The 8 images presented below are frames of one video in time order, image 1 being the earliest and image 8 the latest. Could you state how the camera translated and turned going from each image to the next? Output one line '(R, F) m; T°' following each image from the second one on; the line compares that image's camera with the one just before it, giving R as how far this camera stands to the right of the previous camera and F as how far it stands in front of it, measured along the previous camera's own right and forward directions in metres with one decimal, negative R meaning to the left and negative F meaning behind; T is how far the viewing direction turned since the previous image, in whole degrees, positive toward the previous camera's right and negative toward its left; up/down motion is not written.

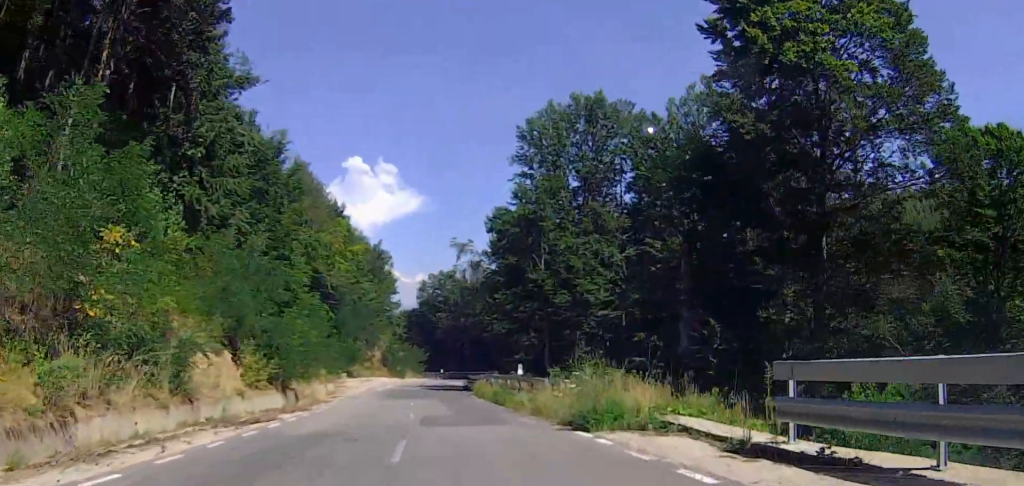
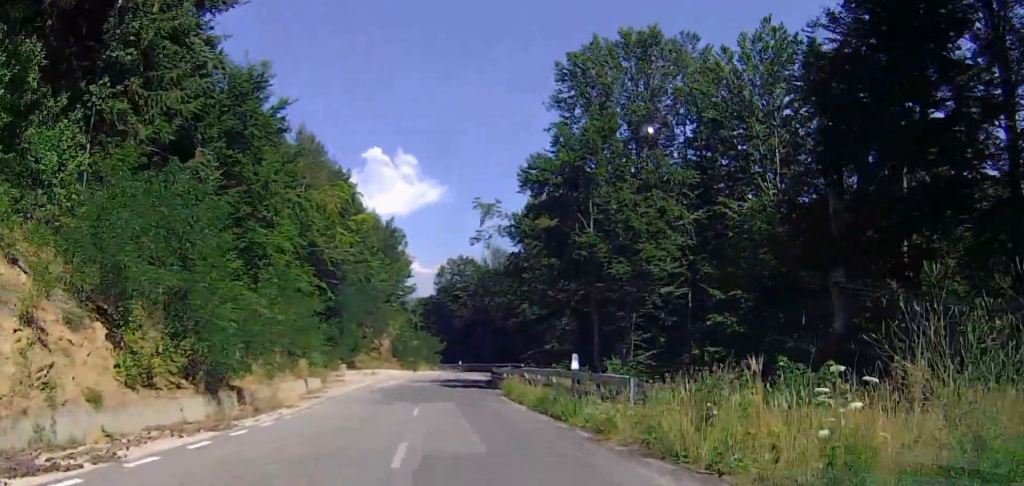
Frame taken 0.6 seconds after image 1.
(+0.4, +9.6) m; 0°
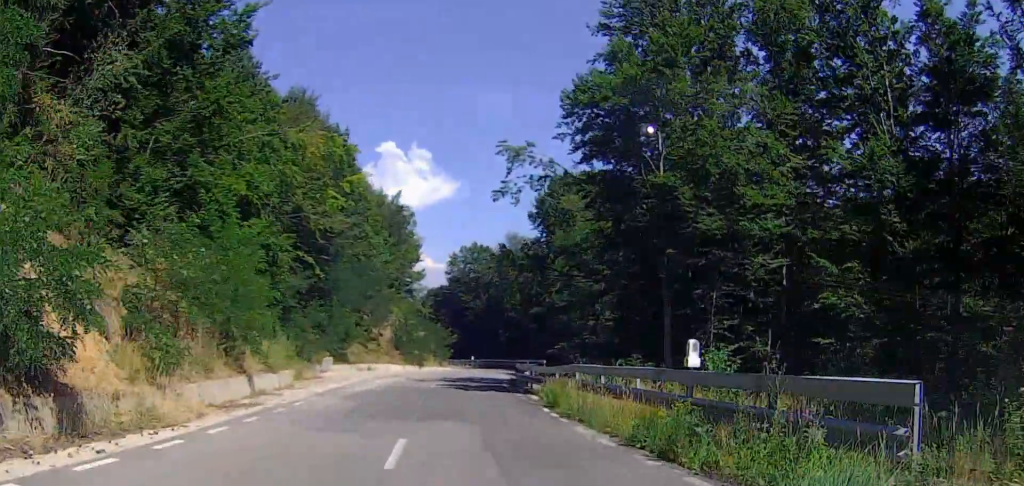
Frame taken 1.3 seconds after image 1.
(+0.7, +9.5) m; 0°
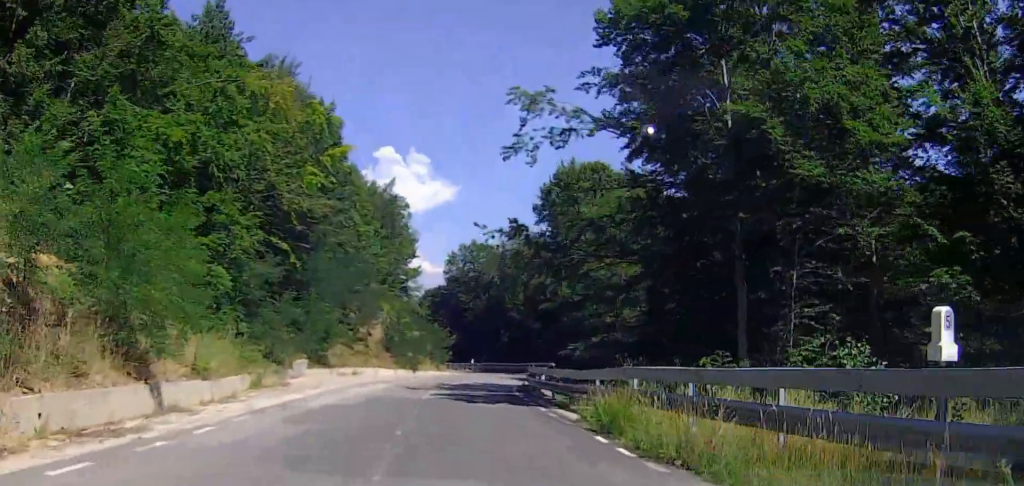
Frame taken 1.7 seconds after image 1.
(-0.6, +6.3) m; 0°
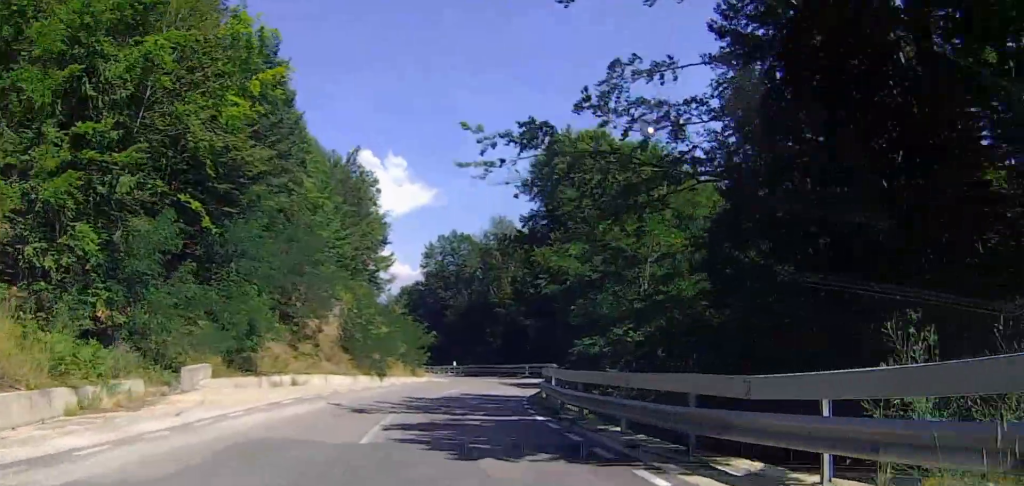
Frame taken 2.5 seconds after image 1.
(-0.3, +11.4) m; +2°
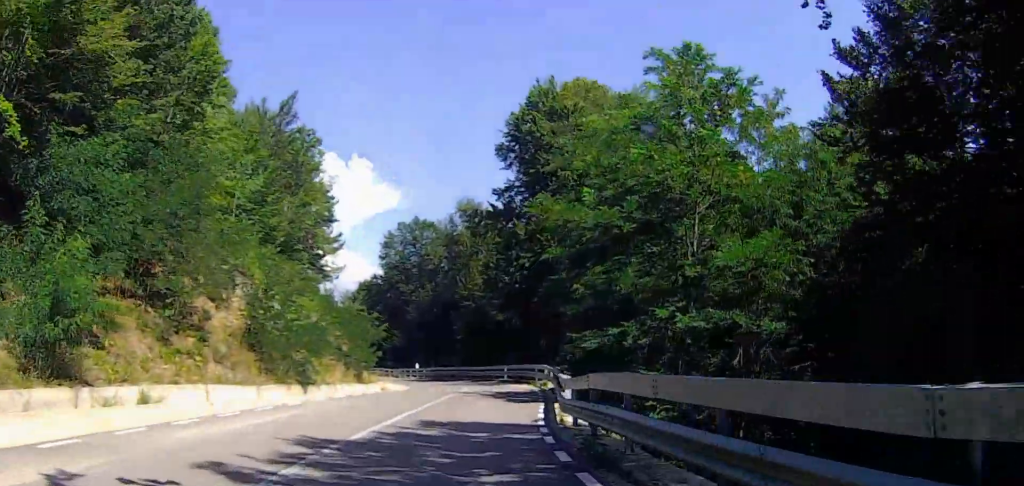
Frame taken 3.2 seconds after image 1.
(+0.9, +11.9) m; +4°
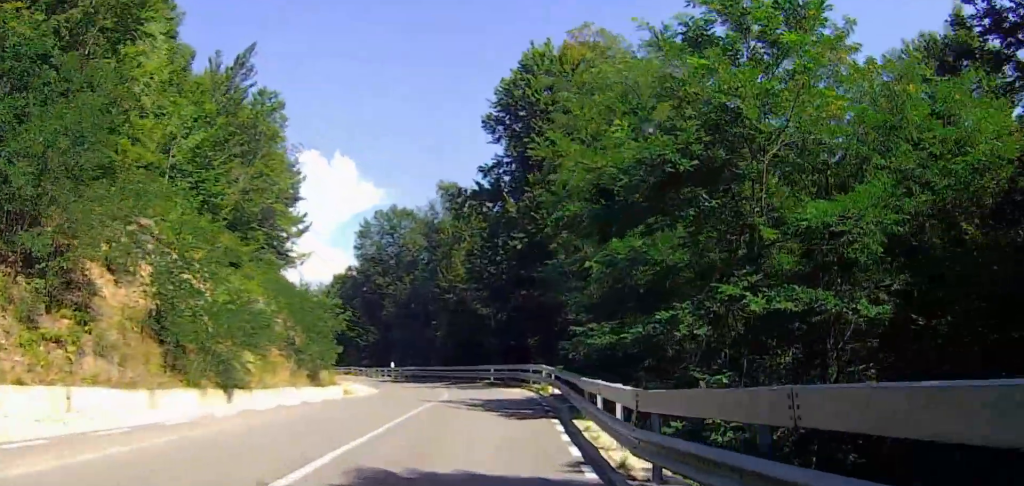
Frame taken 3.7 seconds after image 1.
(0.0, +7.1) m; 0°
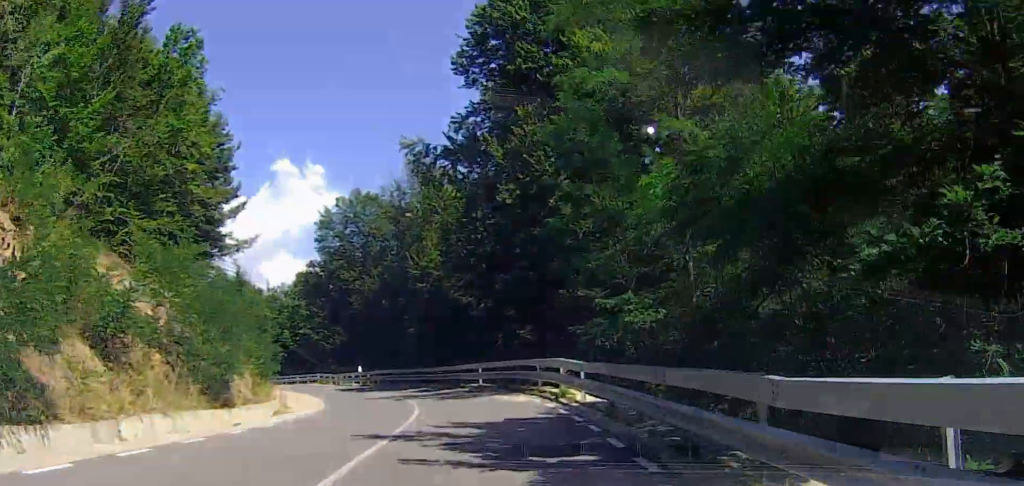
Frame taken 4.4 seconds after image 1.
(0.0, +10.8) m; 0°
